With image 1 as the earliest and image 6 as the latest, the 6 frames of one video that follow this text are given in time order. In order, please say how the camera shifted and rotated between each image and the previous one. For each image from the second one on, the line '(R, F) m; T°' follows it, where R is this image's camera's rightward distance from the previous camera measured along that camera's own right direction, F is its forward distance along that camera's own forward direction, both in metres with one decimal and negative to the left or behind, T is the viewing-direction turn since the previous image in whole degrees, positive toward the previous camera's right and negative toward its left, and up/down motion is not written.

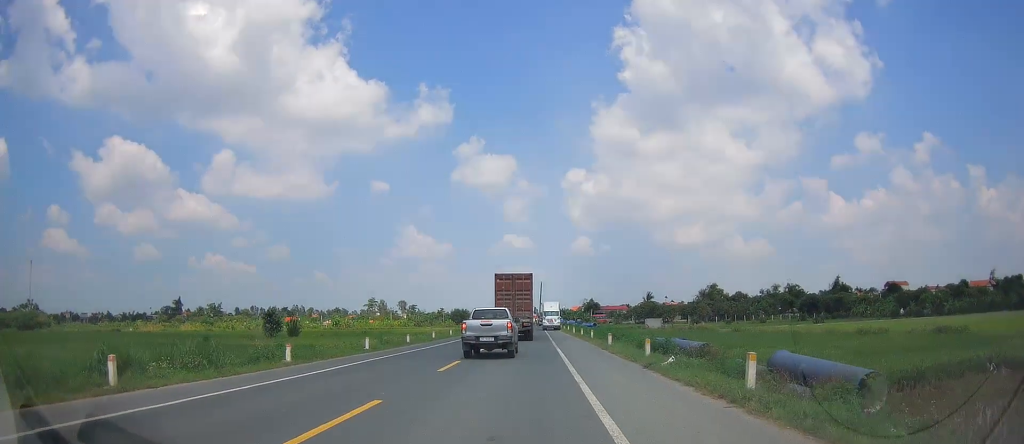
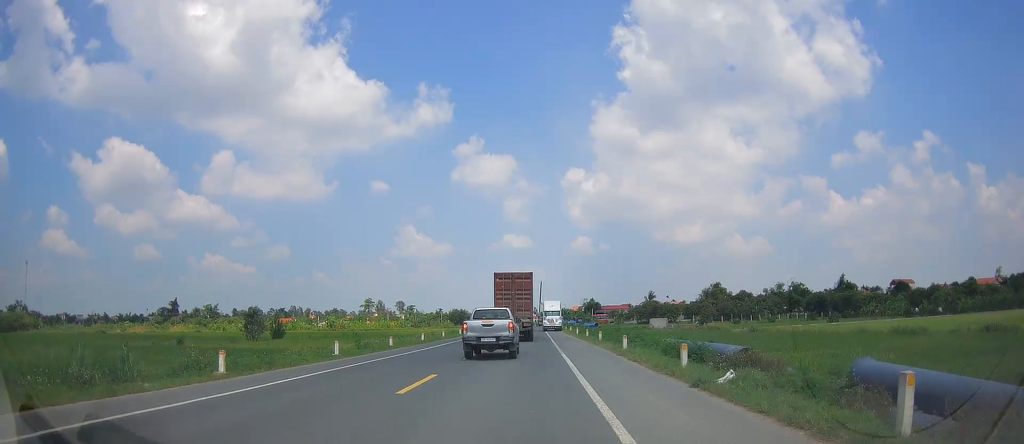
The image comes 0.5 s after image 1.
(-0.2, +5.0) m; 0°
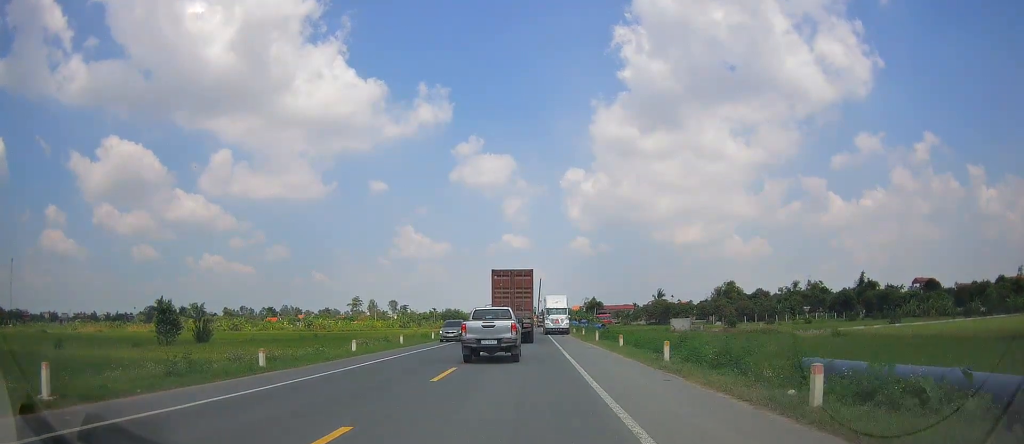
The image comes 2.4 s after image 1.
(0.0, +17.9) m; -2°
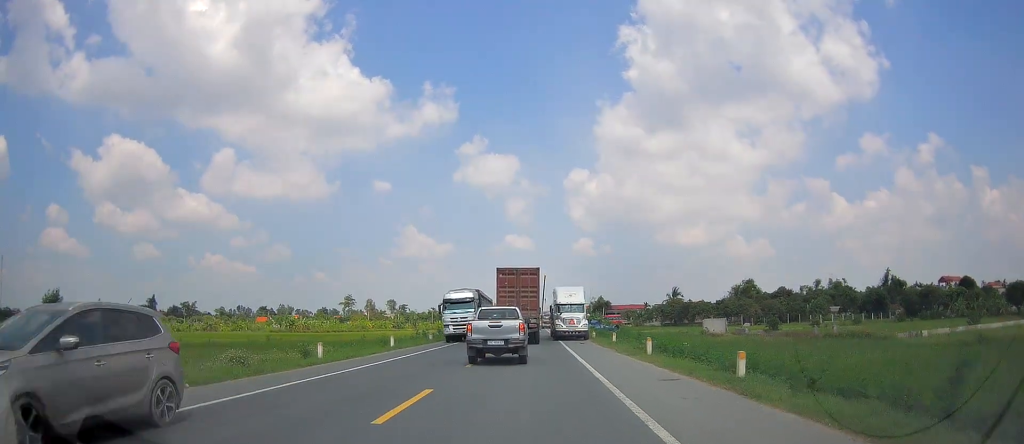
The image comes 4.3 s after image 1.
(+0.2, +15.7) m; +2°
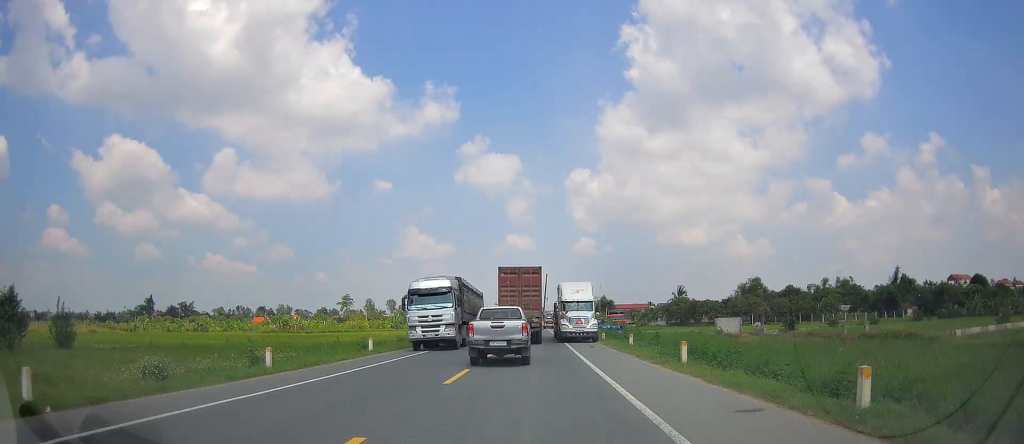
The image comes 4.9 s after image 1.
(0.0, +4.9) m; 0°
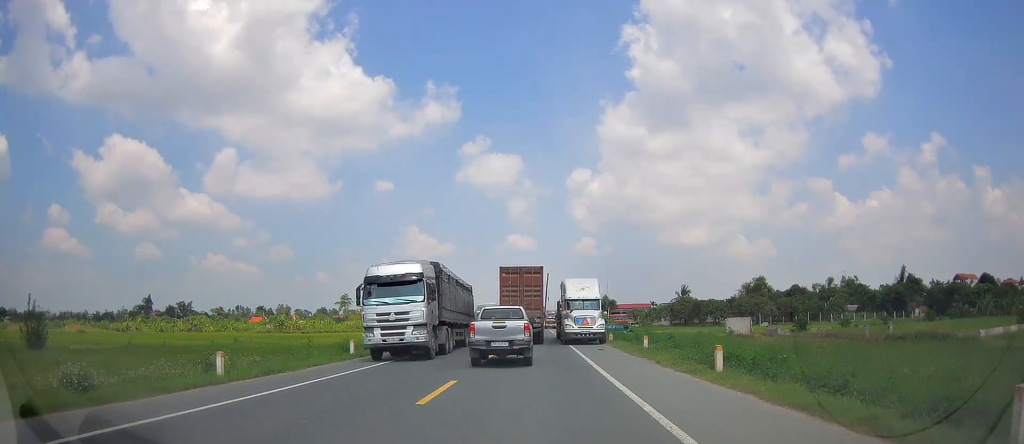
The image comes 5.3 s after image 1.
(0.0, +3.2) m; 0°
